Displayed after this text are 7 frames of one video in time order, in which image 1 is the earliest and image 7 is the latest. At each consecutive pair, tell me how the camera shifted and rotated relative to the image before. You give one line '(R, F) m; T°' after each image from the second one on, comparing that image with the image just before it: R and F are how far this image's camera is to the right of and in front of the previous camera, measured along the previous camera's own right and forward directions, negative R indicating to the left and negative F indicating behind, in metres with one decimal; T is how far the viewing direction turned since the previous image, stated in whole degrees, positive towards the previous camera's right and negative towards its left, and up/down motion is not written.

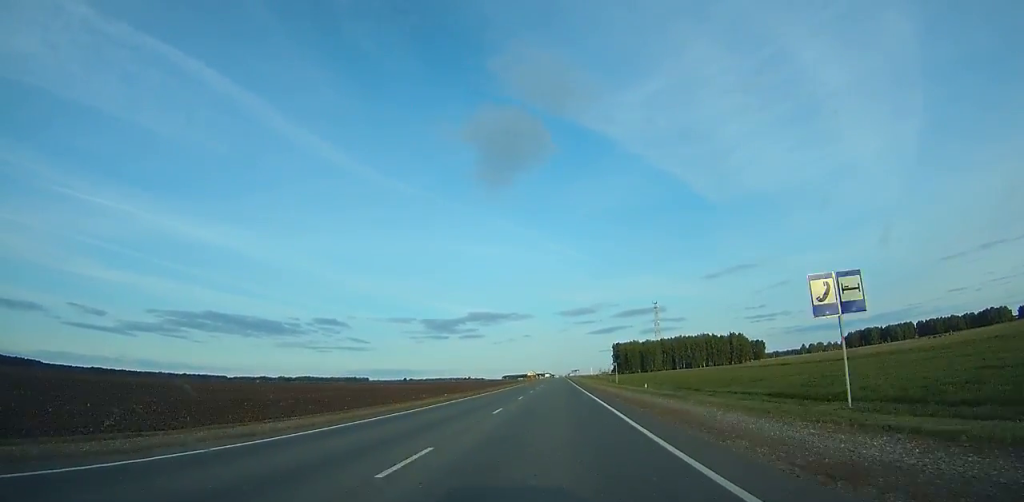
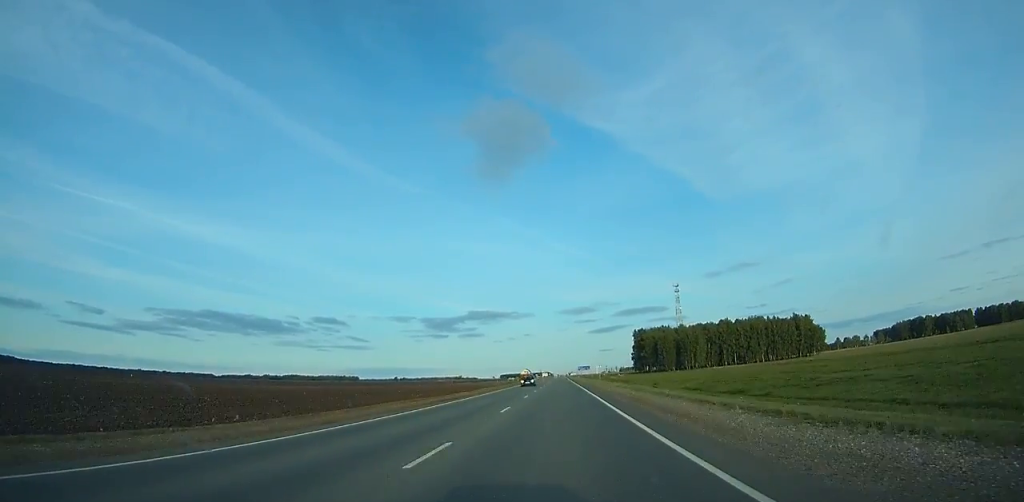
(+0.1, +114.3) m; 0°
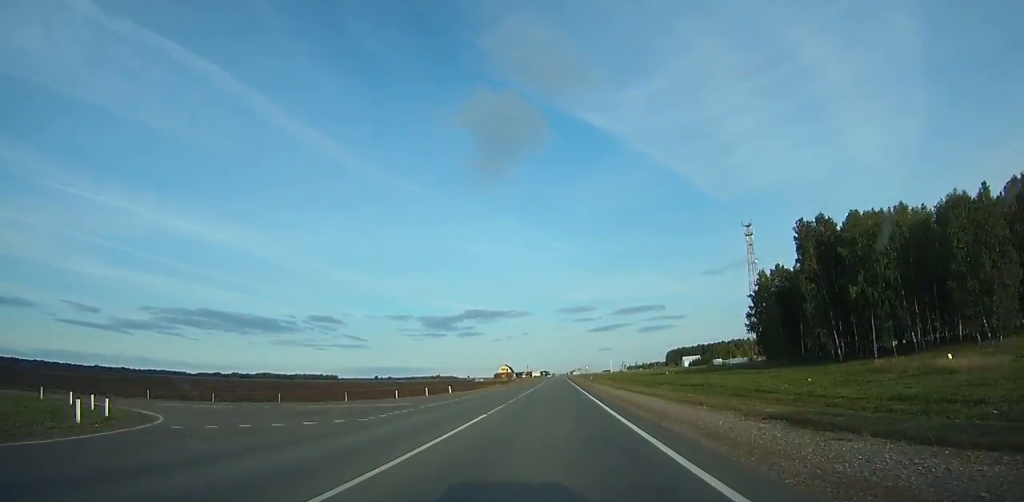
(+0.3, +215.3) m; 0°
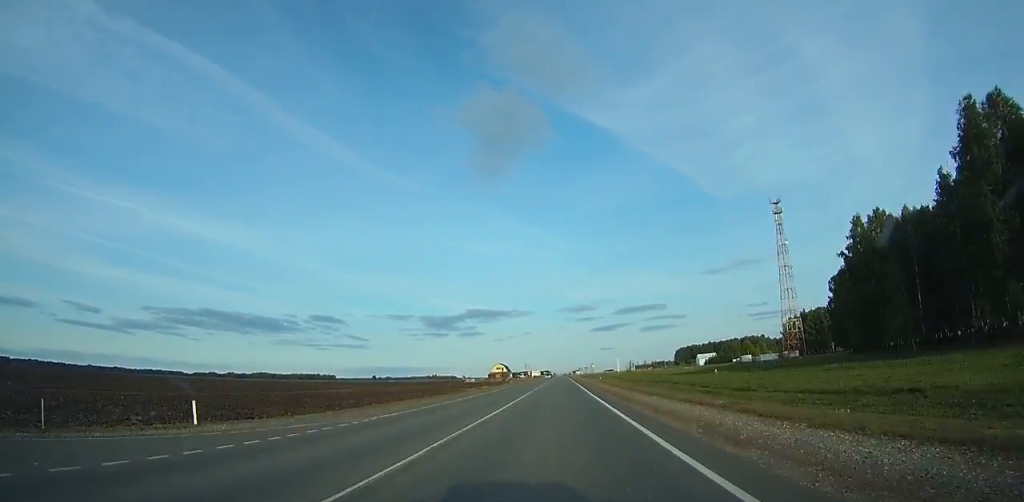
(-0.2, +44.2) m; 0°
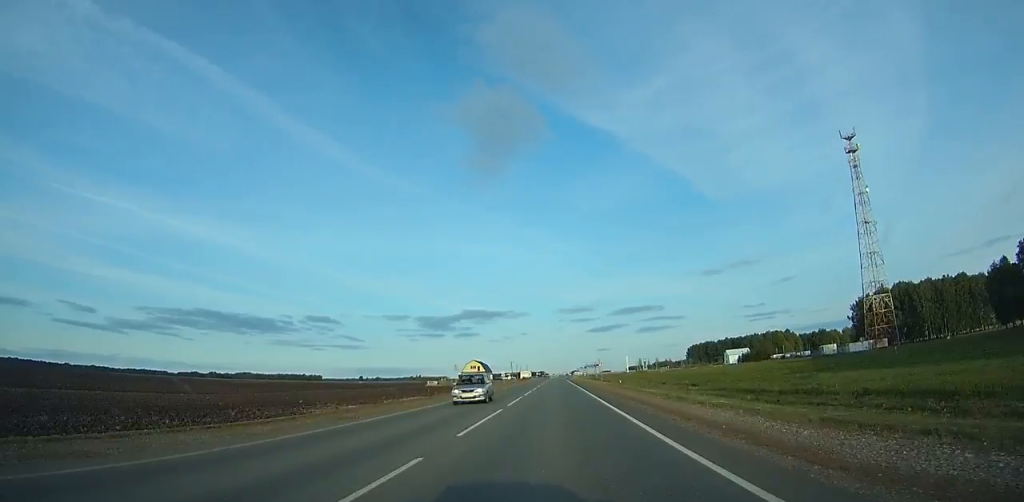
(0.0, +81.7) m; 0°
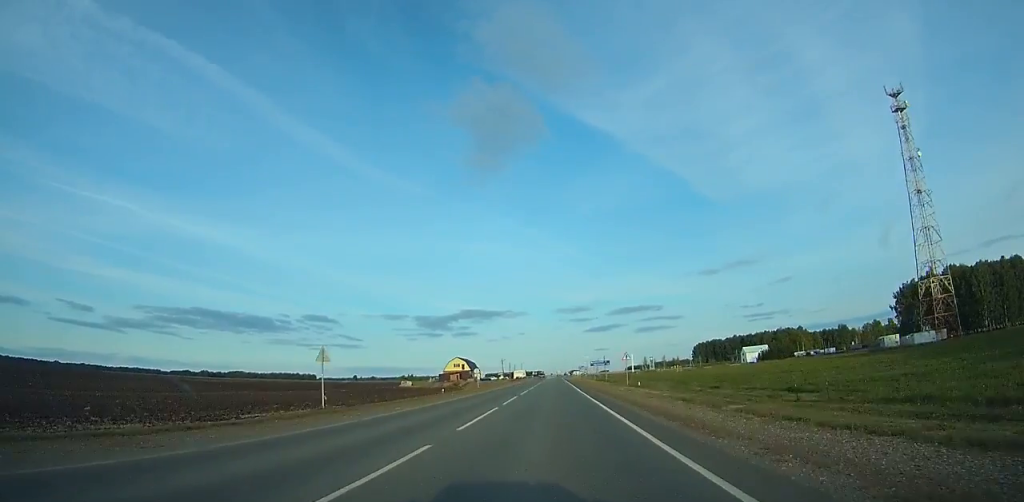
(0.0, +34.2) m; 0°
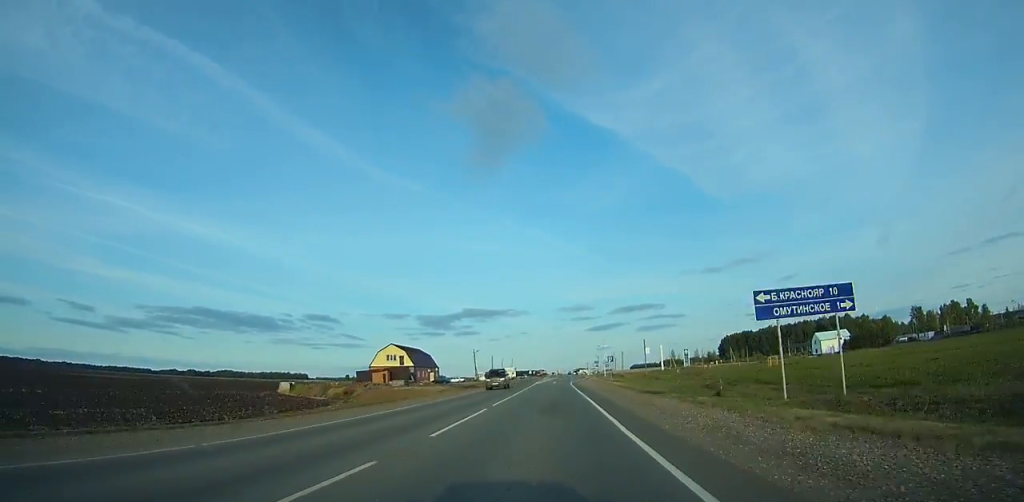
(+0.2, +85.5) m; 0°
